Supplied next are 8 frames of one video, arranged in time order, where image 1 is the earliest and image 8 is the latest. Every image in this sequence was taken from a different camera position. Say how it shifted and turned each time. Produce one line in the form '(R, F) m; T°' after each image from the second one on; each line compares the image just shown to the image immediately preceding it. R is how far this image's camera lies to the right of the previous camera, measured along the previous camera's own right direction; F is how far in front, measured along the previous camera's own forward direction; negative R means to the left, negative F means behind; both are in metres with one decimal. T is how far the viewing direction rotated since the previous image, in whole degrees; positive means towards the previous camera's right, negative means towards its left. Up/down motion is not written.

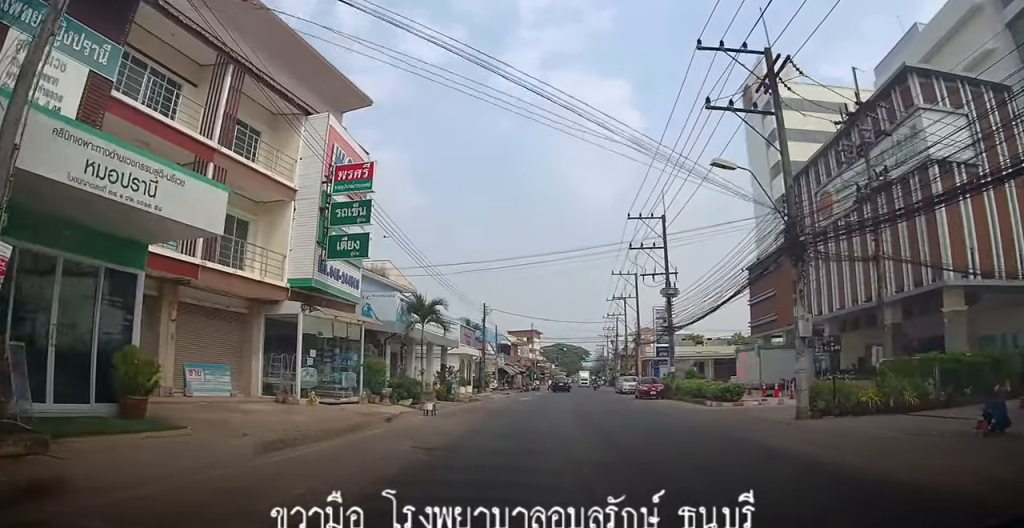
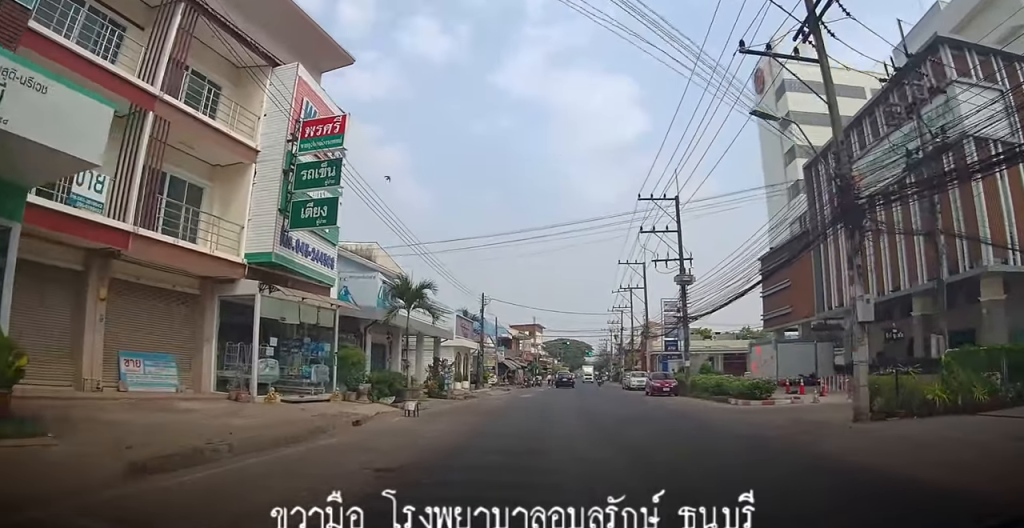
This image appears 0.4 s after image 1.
(-0.1, +3.6) m; 0°
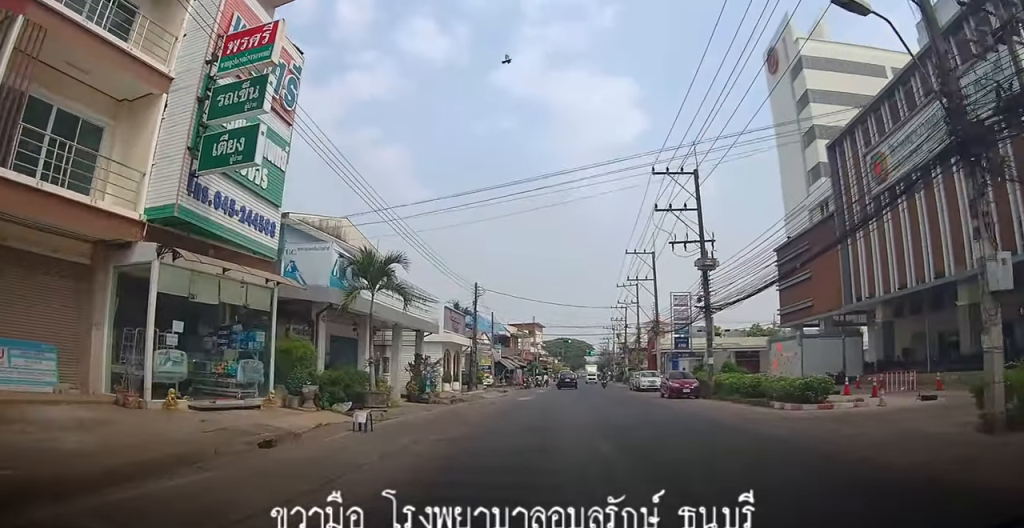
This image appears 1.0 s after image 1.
(-0.5, +5.3) m; 0°
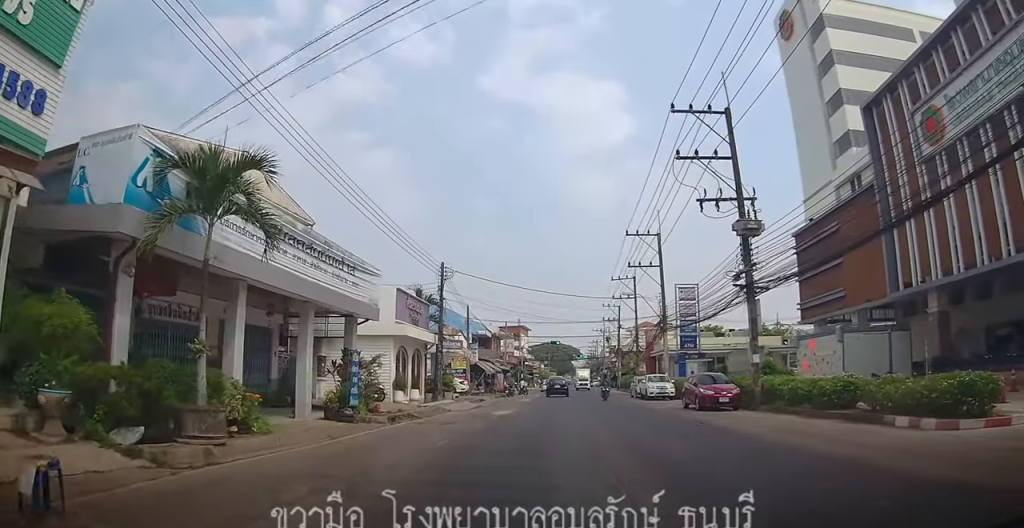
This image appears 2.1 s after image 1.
(+0.6, +8.7) m; 0°
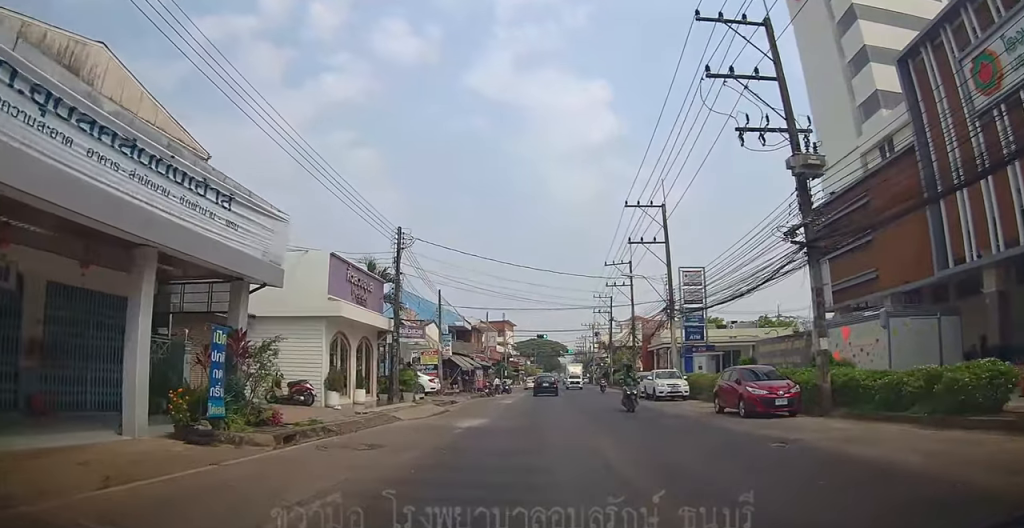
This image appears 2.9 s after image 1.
(-0.6, +6.6) m; 0°
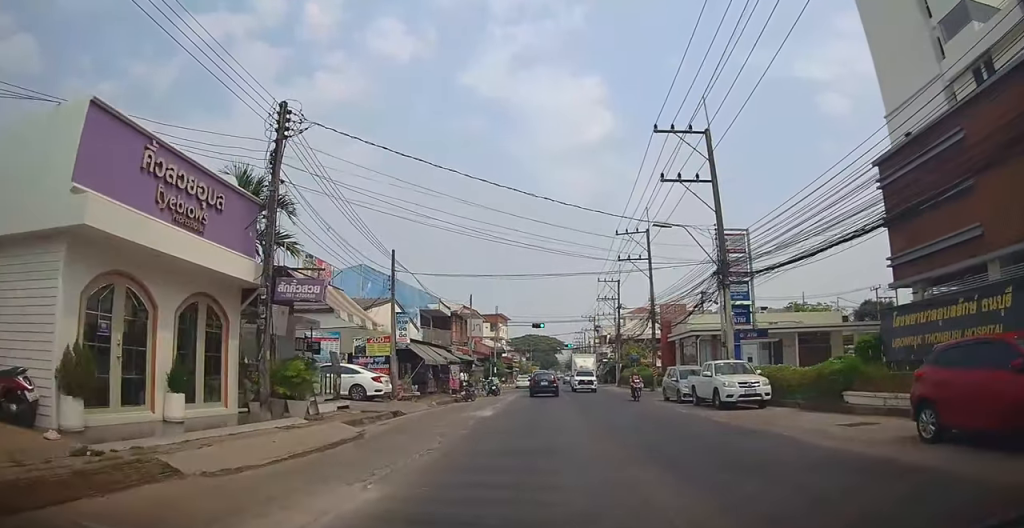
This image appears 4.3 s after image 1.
(+0.7, +10.8) m; +6°
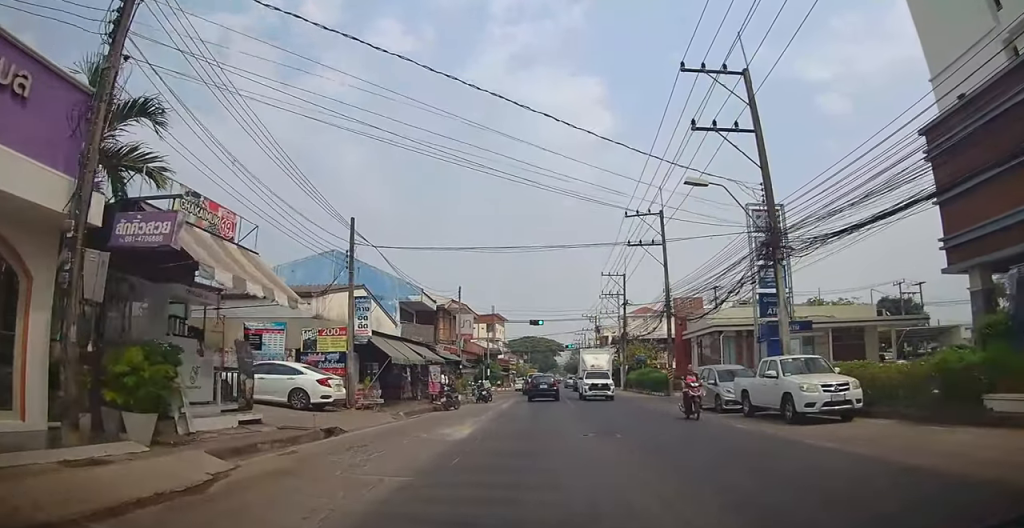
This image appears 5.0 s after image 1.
(0.0, +5.9) m; 0°
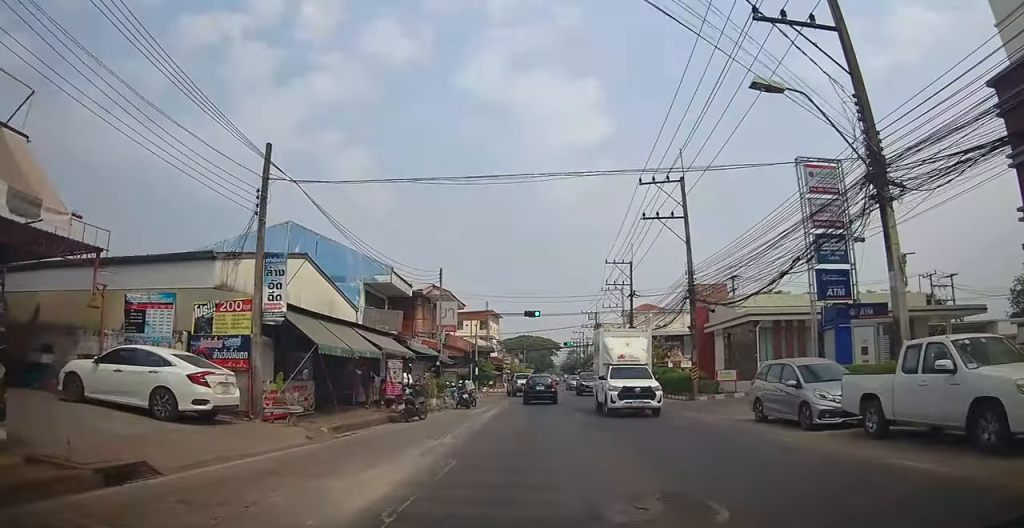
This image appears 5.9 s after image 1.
(0.0, +7.1) m; 0°
